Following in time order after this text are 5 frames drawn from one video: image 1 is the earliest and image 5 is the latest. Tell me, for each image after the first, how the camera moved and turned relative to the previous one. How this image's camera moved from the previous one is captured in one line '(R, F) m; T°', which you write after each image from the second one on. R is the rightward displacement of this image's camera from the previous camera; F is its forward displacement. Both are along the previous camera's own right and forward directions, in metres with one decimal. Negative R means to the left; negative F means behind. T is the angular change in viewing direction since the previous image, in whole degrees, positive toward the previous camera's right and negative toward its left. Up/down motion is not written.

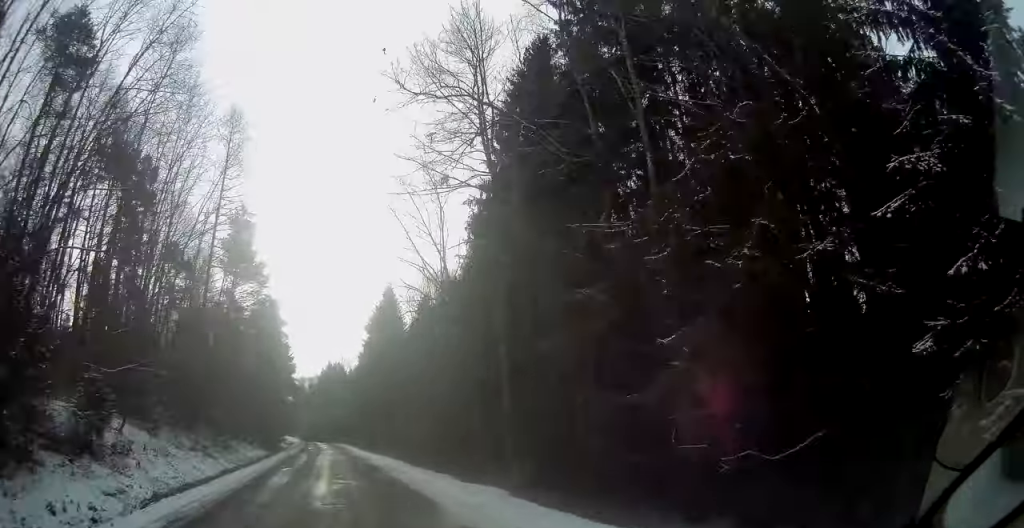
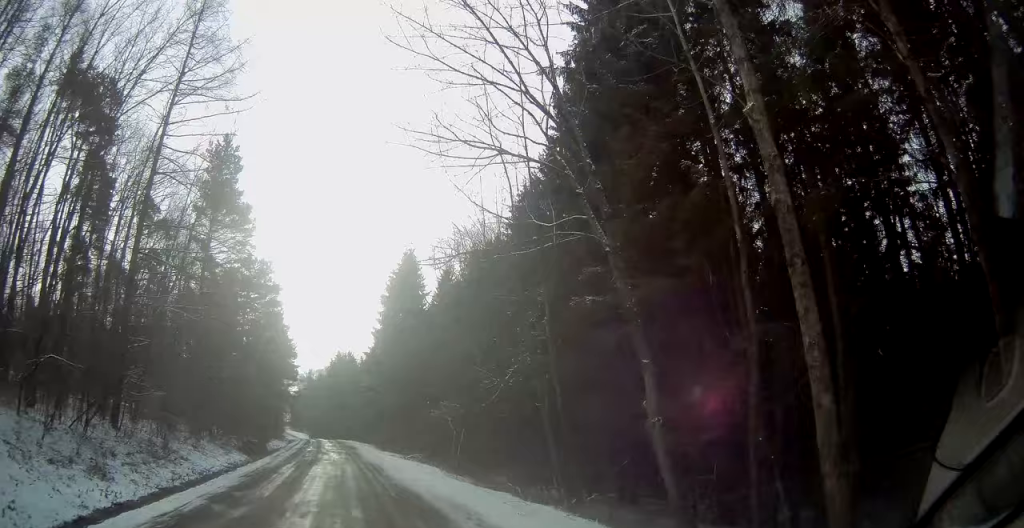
(-0.1, +14.5) m; -1°
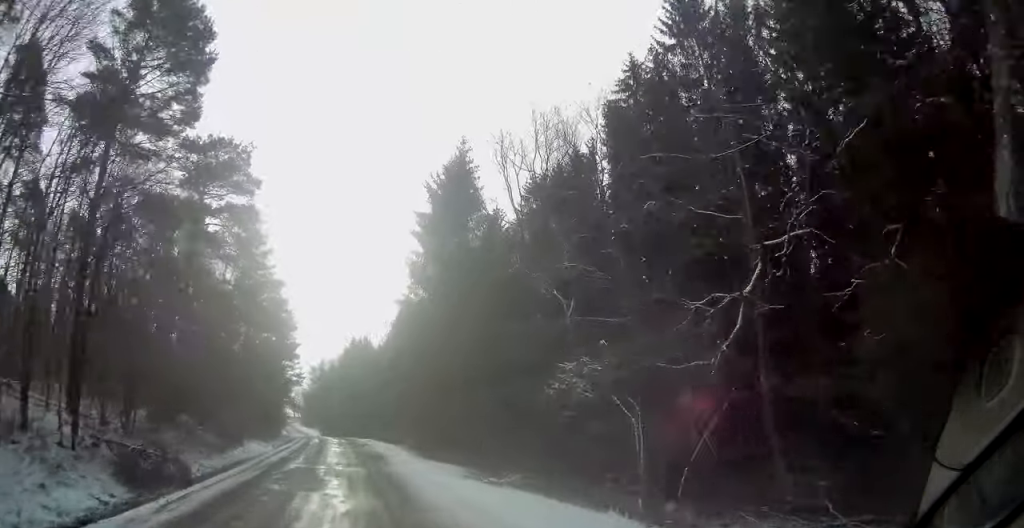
(-0.3, +20.1) m; -1°
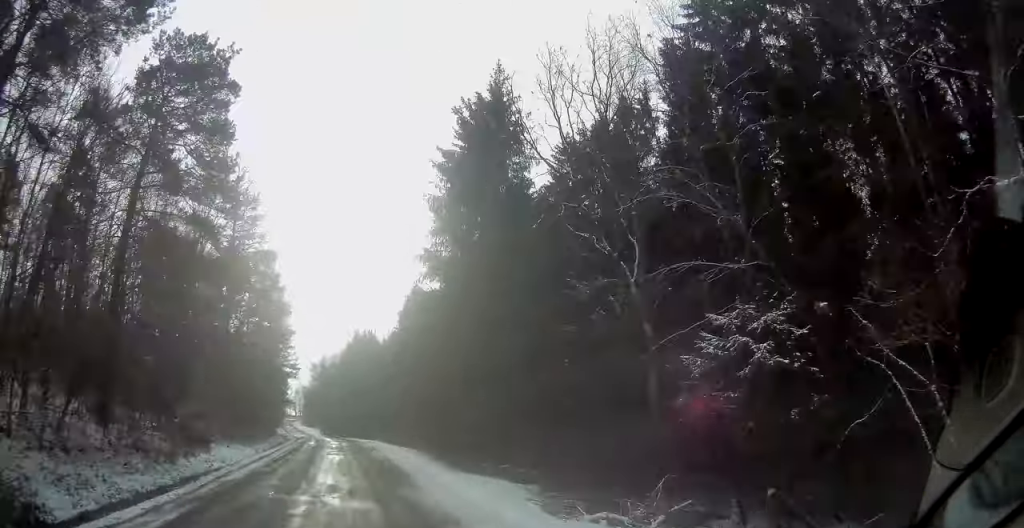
(+0.1, +9.3) m; -1°
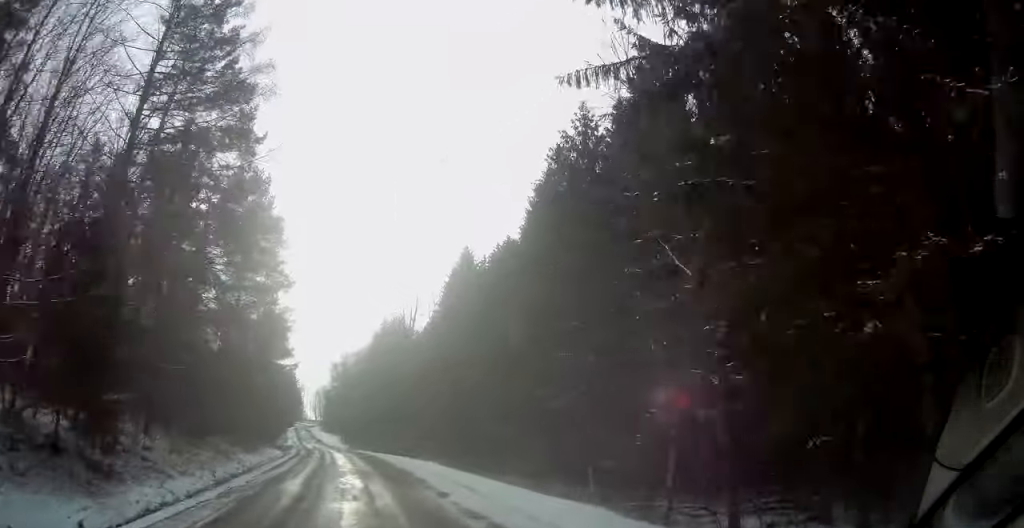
(-0.2, +27.0) m; -1°
